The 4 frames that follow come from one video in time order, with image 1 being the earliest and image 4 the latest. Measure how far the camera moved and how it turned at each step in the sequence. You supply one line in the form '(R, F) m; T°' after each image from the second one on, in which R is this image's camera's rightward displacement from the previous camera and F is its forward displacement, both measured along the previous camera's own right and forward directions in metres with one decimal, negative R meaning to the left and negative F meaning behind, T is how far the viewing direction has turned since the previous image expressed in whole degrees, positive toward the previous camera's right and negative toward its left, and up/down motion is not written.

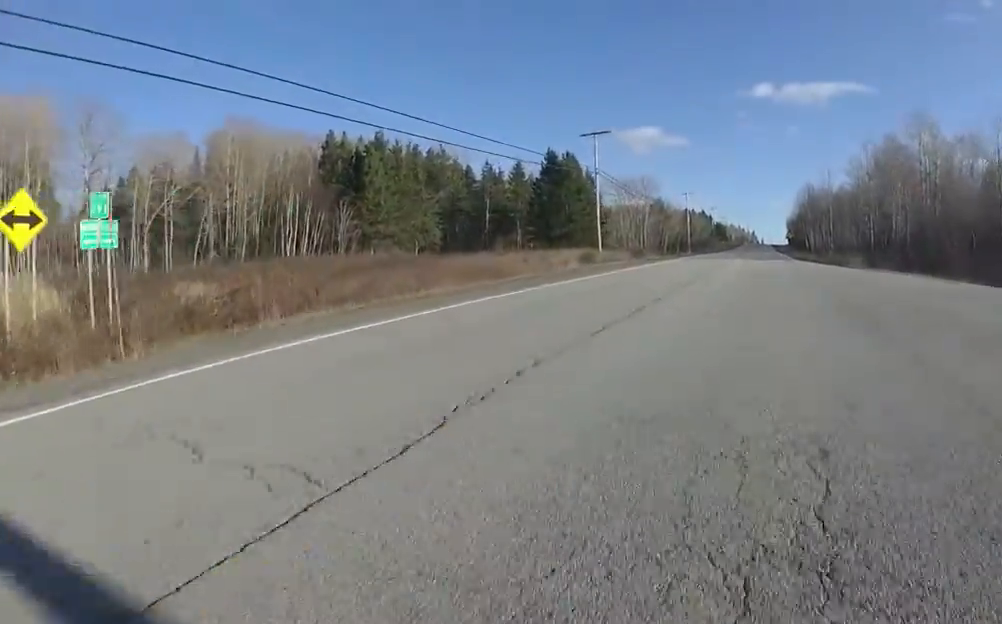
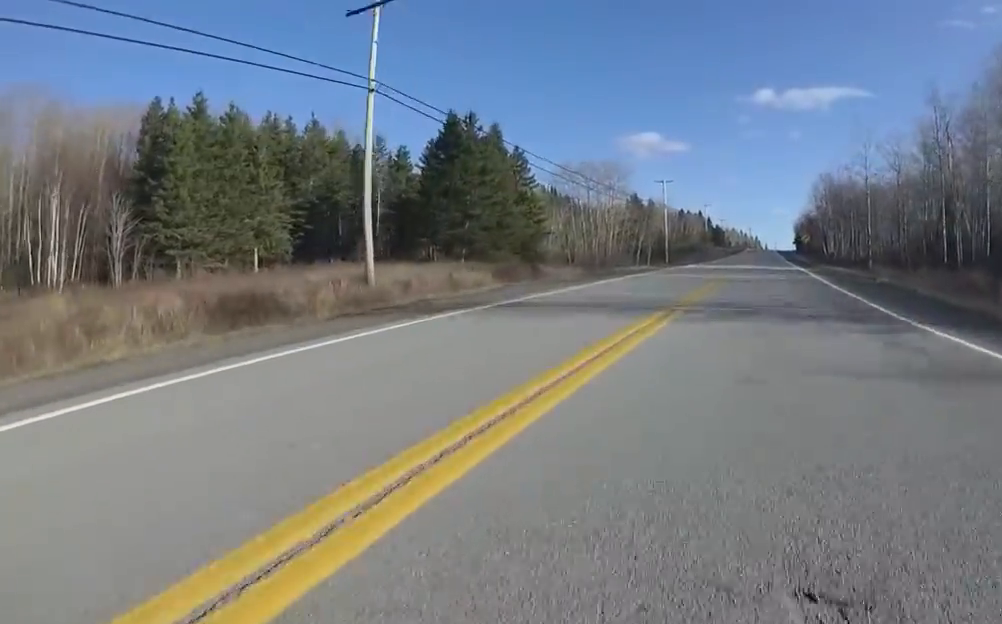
(+1.8, +26.9) m; +7°
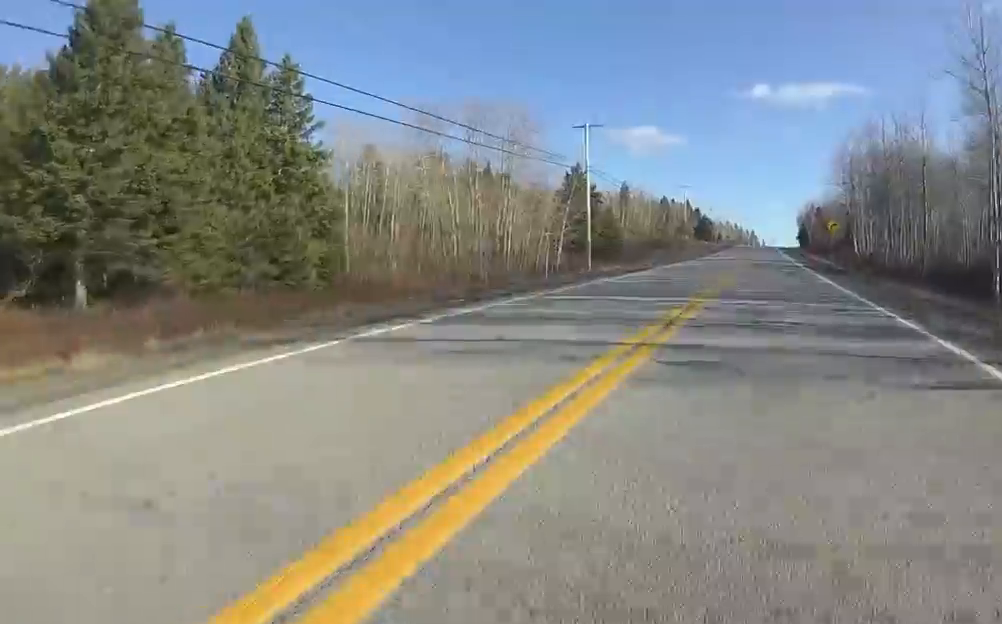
(-1.7, +30.8) m; -1°
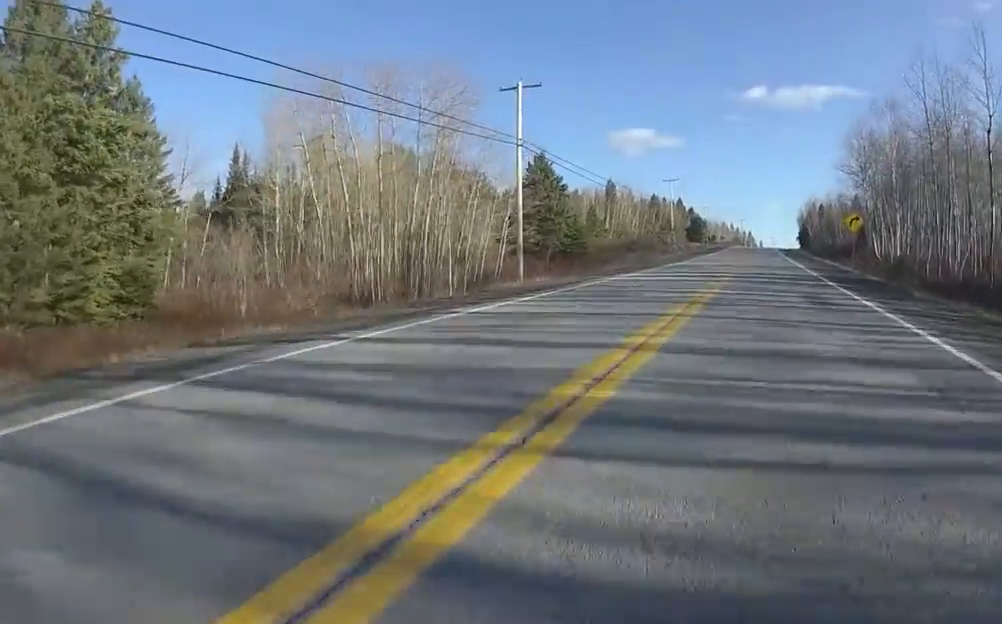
(-0.4, +11.4) m; 0°
